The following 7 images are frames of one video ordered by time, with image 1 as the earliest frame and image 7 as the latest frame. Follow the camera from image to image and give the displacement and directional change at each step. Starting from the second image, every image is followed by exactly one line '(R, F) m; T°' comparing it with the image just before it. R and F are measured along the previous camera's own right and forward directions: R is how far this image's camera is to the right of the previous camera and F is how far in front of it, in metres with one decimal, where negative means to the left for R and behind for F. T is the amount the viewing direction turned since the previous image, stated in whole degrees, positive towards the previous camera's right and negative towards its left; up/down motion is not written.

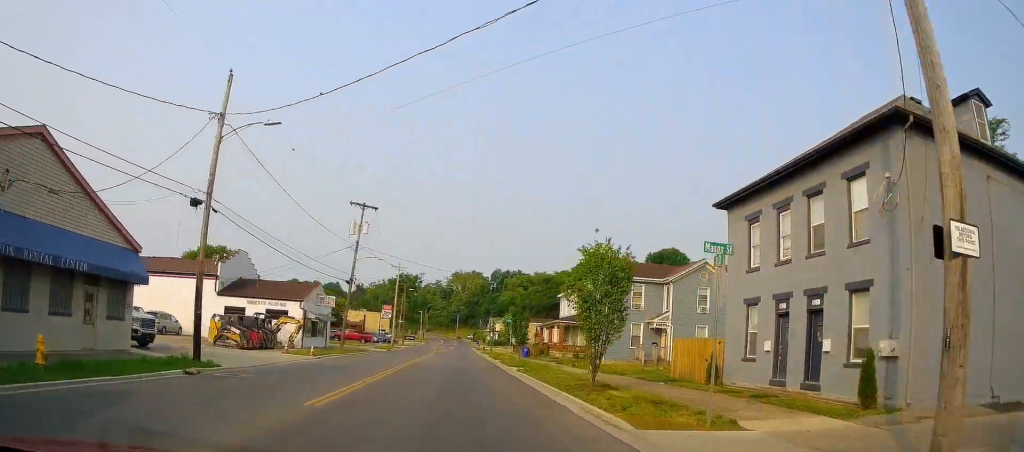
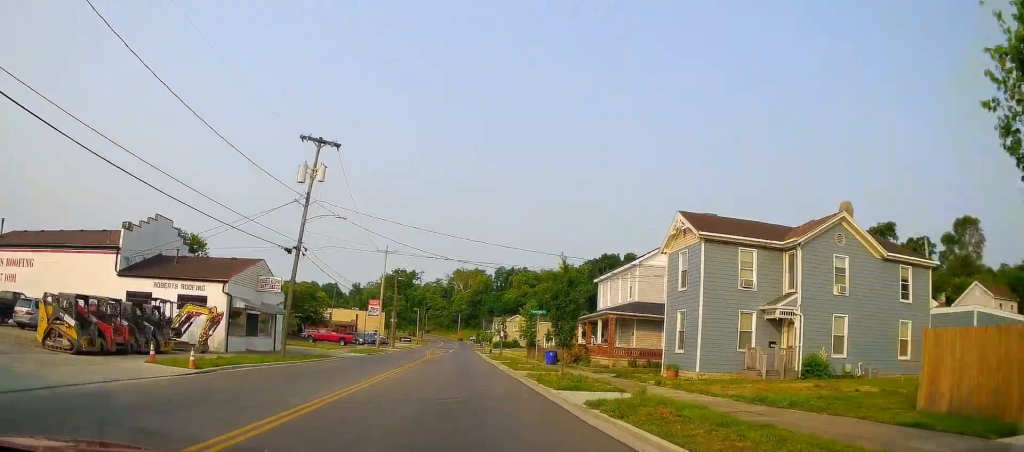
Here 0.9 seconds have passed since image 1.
(+0.2, +16.3) m; 0°
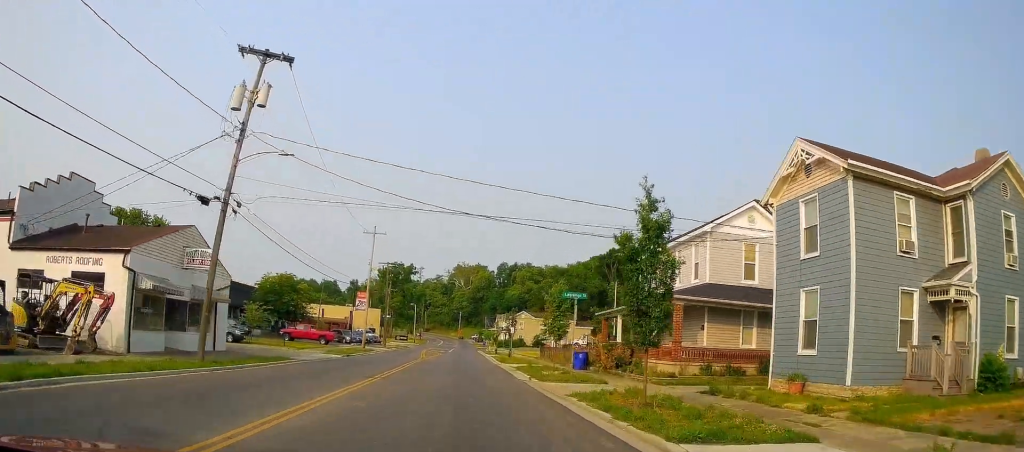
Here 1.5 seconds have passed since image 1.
(-0.1, +10.5) m; 0°
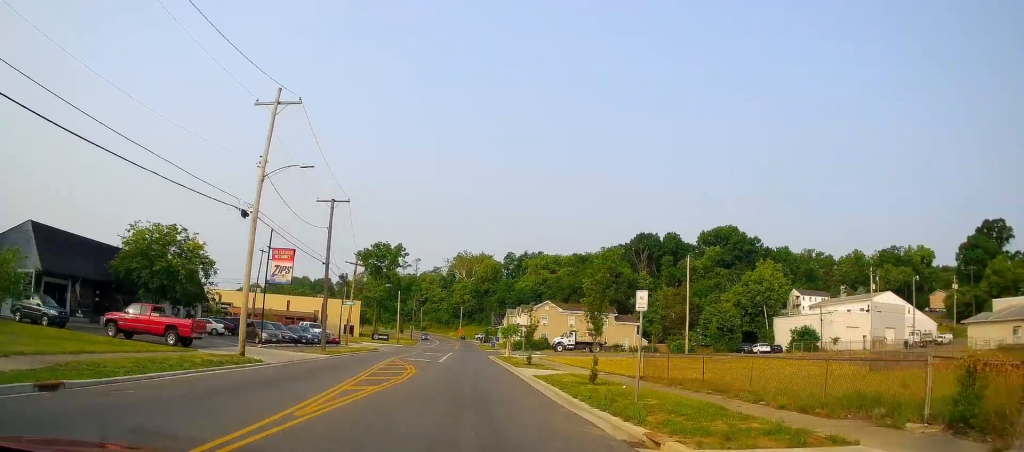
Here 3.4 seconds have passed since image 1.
(-0.4, +33.4) m; -2°
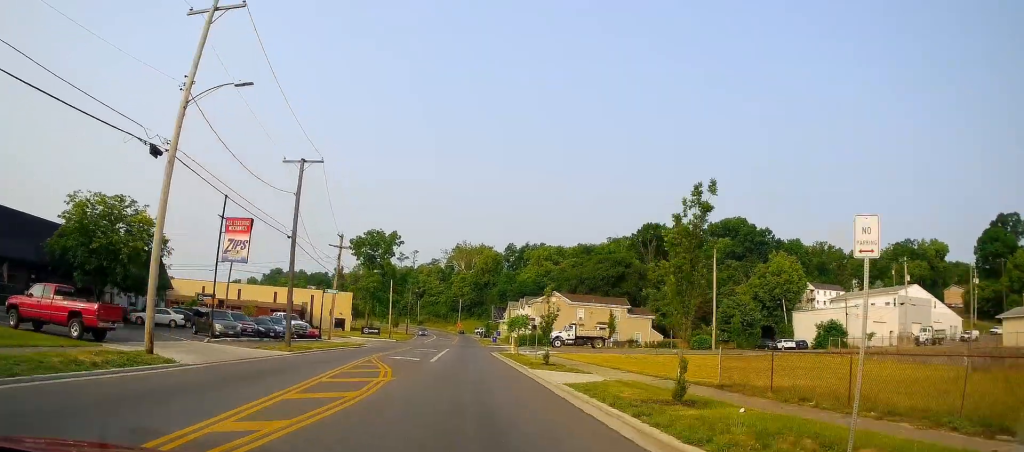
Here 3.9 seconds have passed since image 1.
(-0.1, +8.2) m; -1°
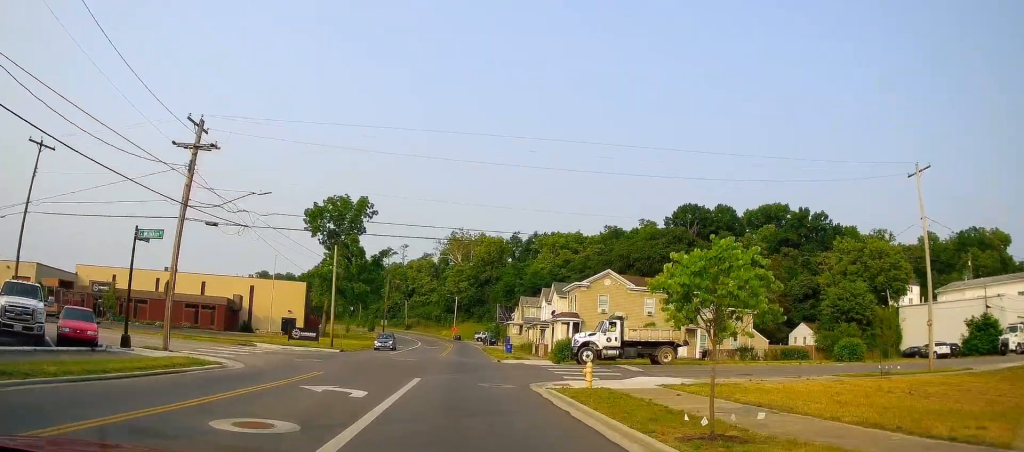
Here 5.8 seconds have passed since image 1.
(0.0, +33.3) m; +1°
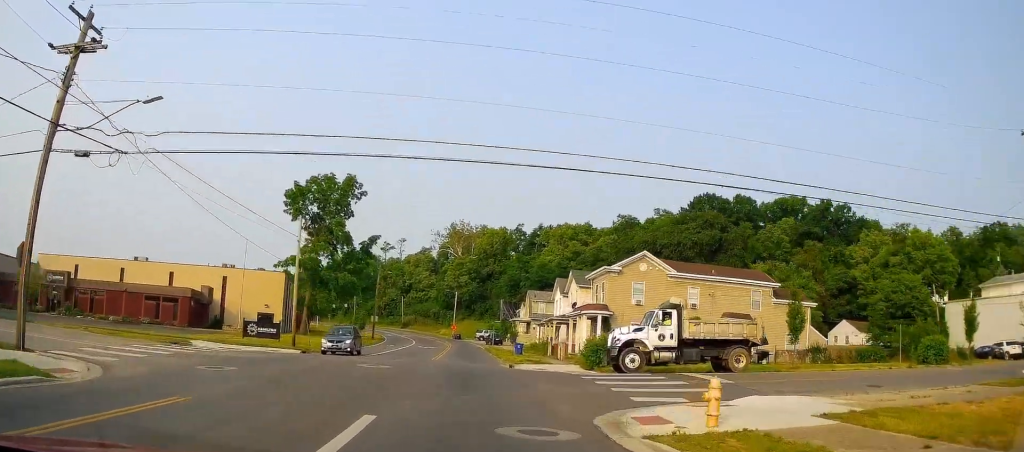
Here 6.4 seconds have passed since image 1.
(+0.2, +10.3) m; 0°
